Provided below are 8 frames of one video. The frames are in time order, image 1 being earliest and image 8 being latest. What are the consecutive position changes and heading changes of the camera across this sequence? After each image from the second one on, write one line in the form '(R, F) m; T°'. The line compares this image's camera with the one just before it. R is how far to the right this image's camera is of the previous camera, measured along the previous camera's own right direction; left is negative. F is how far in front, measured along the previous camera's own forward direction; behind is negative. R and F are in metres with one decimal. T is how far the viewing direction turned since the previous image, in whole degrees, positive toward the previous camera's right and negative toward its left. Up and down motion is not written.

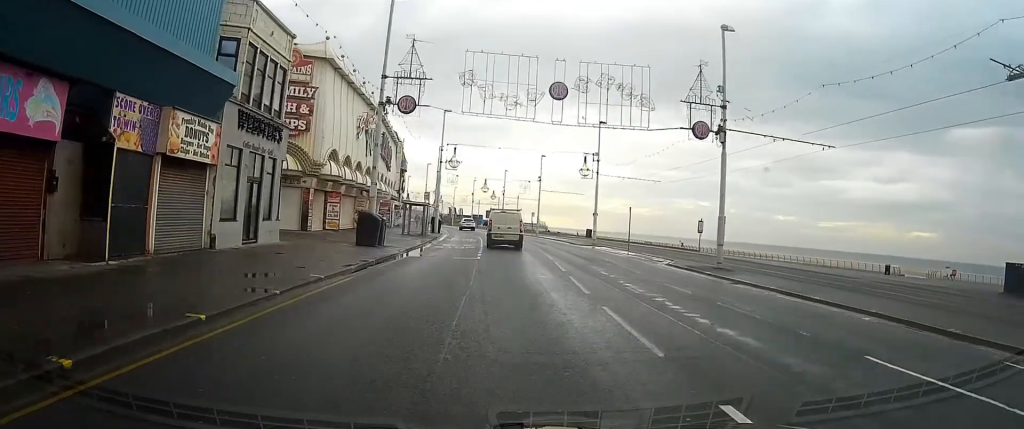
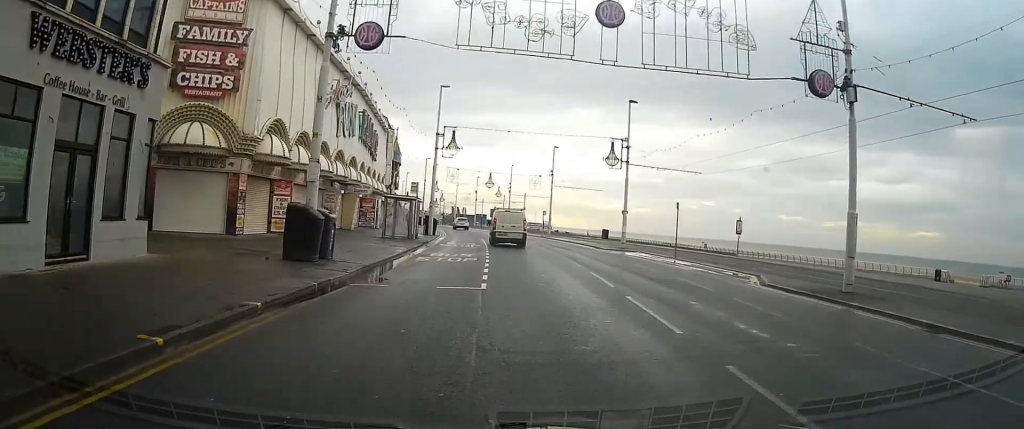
(-0.1, +10.6) m; -1°
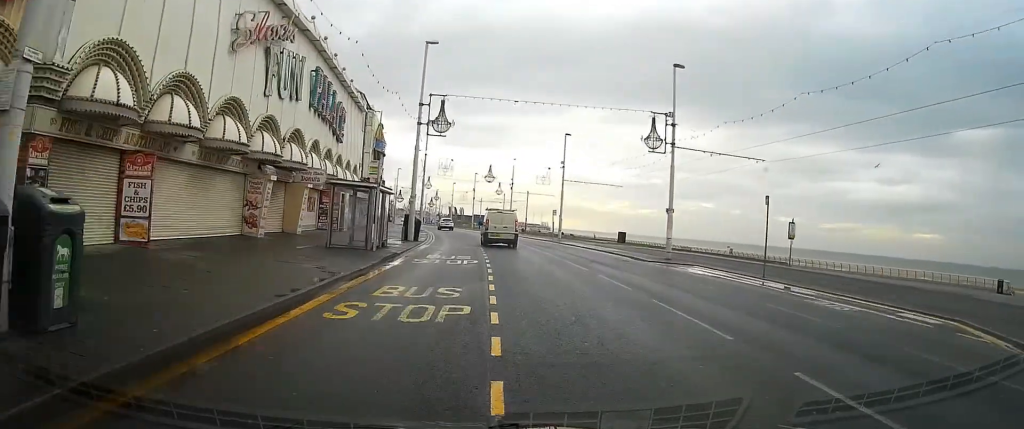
(0.0, +12.2) m; 0°
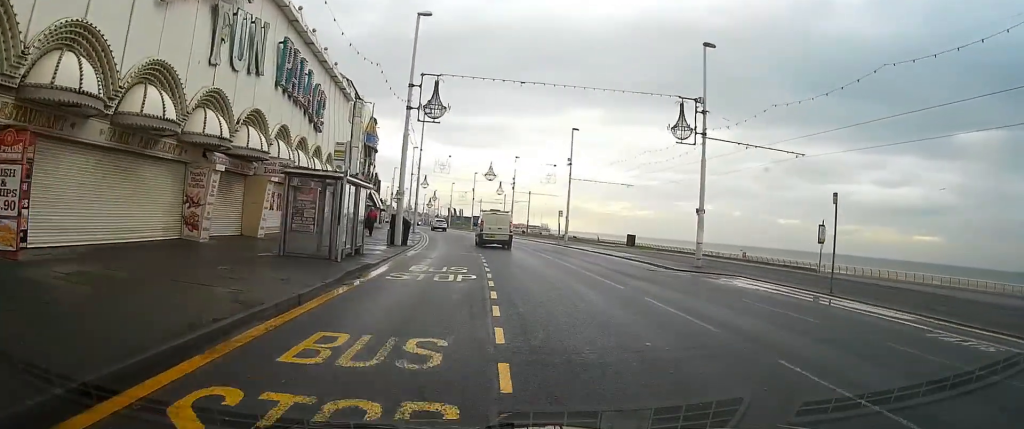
(0.0, +5.3) m; 0°
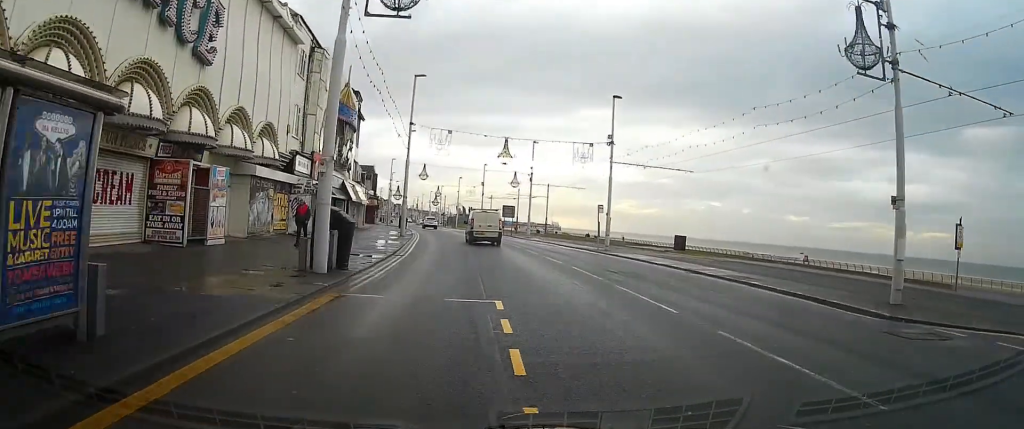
(-0.2, +15.8) m; -2°
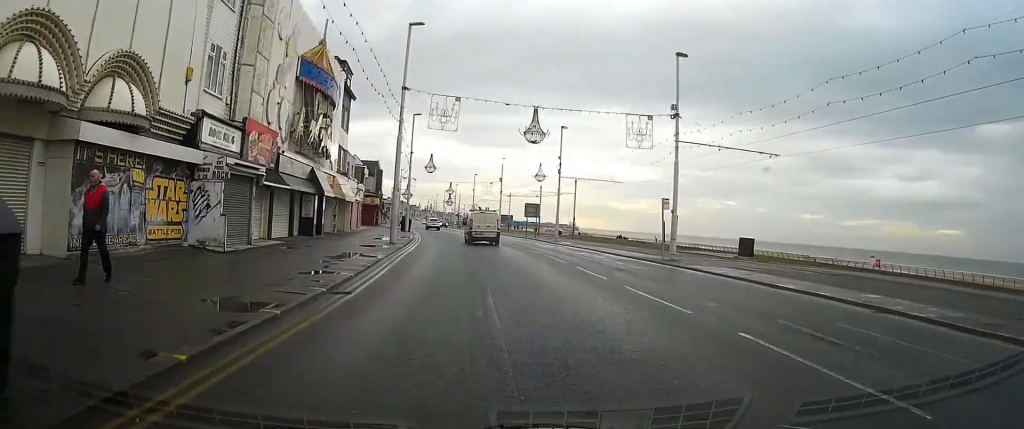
(-0.2, +12.6) m; -2°
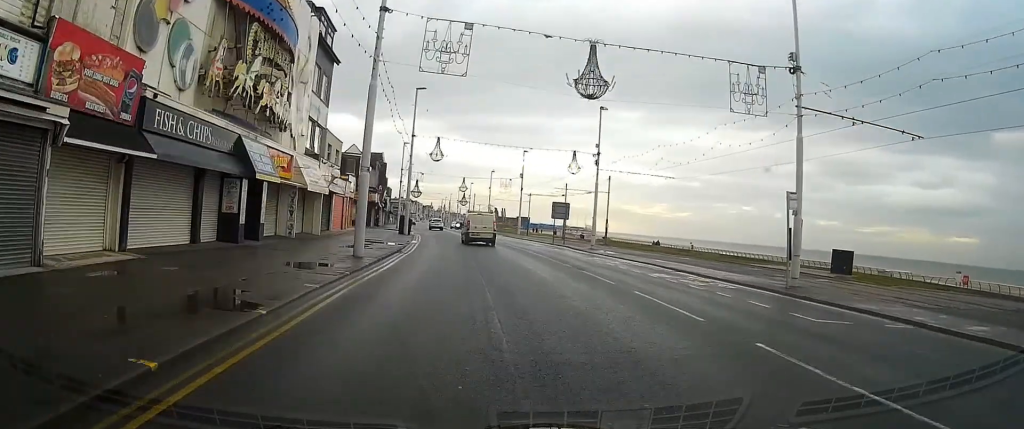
(-0.2, +12.6) m; -4°
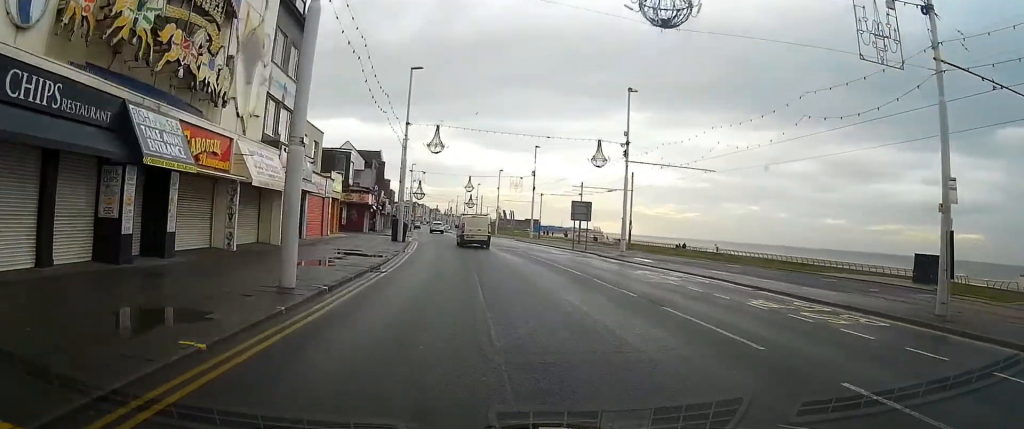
(-0.3, +8.1) m; -2°
